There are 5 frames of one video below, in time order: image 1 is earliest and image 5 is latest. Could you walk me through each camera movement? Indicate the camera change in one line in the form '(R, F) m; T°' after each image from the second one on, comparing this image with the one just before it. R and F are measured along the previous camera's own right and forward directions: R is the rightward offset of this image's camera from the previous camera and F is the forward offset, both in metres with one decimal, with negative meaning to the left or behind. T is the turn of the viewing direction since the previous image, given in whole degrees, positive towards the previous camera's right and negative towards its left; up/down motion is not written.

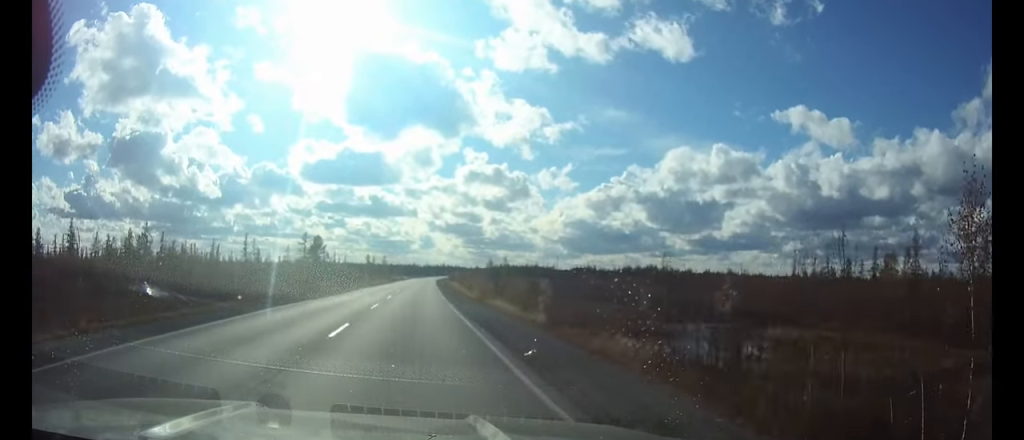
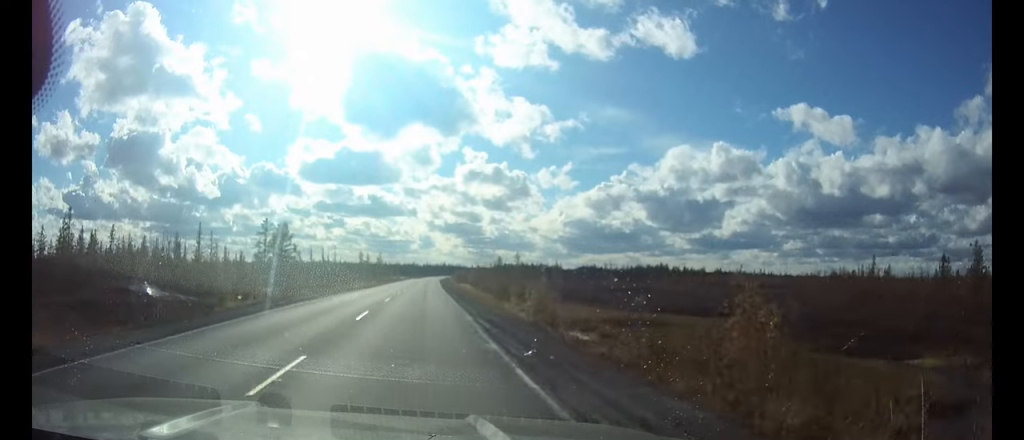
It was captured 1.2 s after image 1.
(+0.1, +29.3) m; 0°
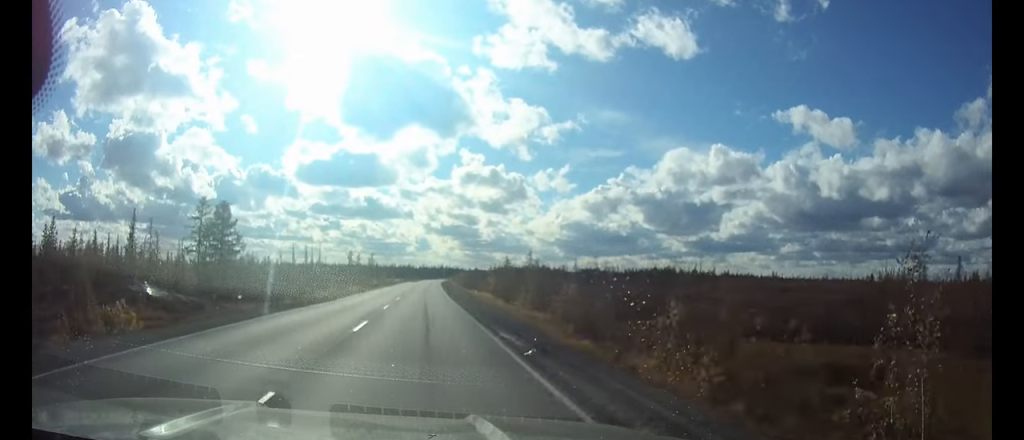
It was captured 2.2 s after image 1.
(+0.1, +26.8) m; 0°
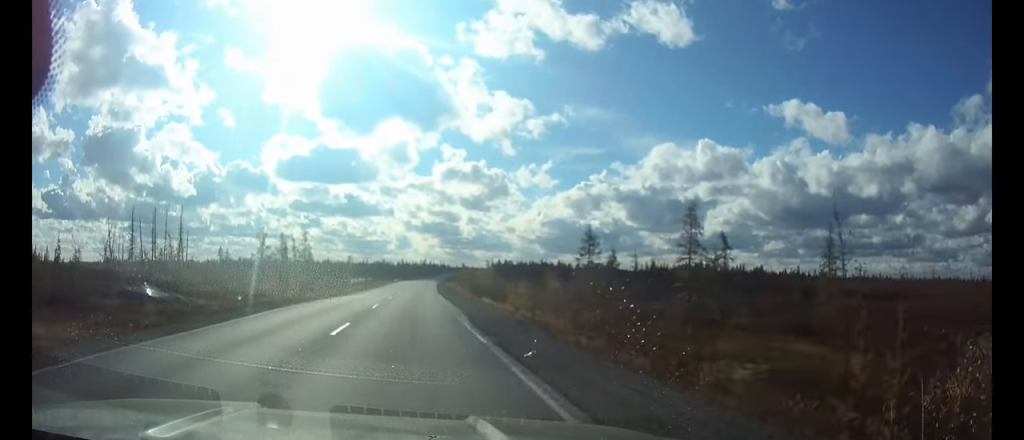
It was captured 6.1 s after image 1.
(+1.5, +104.1) m; +1°
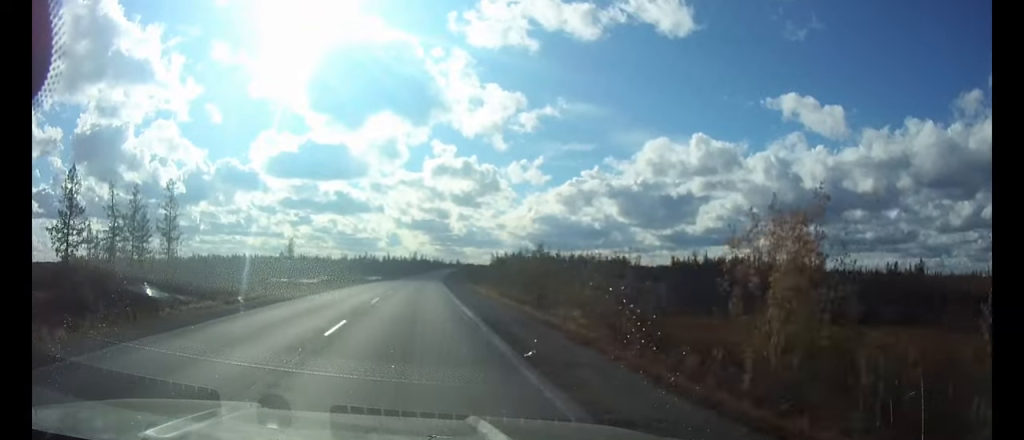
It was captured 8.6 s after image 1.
(+0.8, +69.6) m; +1°
